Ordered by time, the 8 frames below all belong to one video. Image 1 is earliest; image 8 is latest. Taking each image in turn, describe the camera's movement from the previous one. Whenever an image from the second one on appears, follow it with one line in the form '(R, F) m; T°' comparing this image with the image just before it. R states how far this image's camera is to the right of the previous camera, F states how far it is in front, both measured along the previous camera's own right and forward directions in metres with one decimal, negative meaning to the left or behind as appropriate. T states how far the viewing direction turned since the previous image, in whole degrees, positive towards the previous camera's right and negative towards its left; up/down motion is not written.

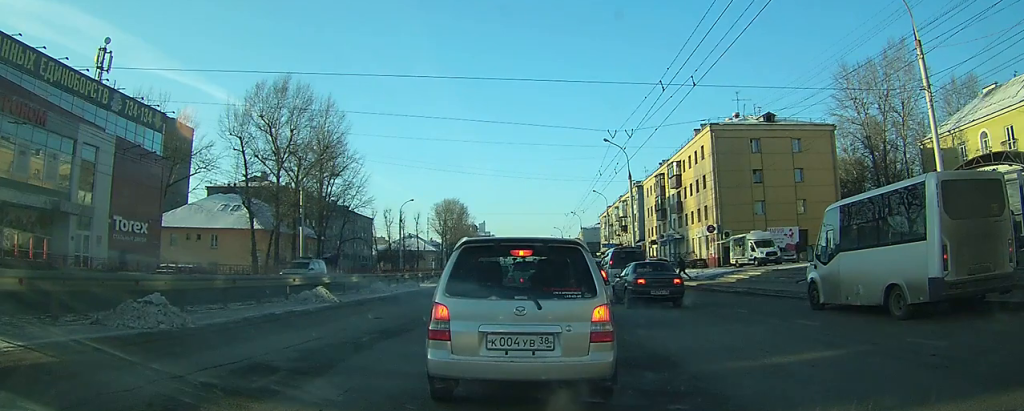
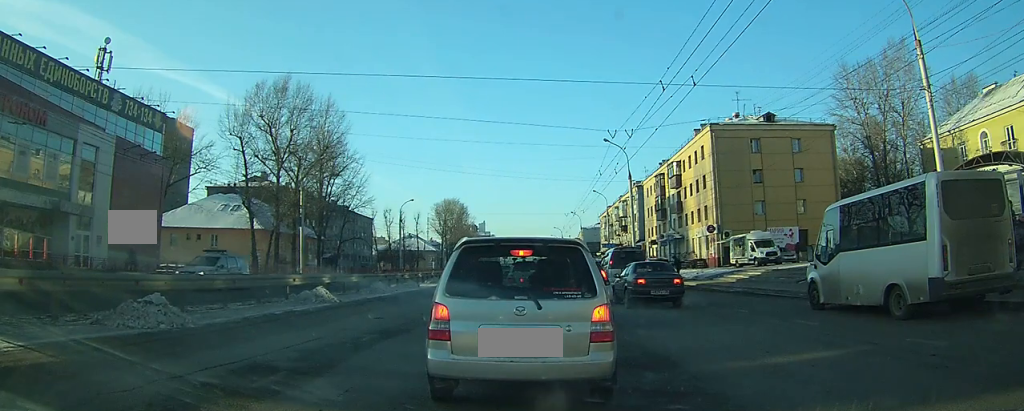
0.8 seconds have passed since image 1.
(0.0, 0.0) m; 0°
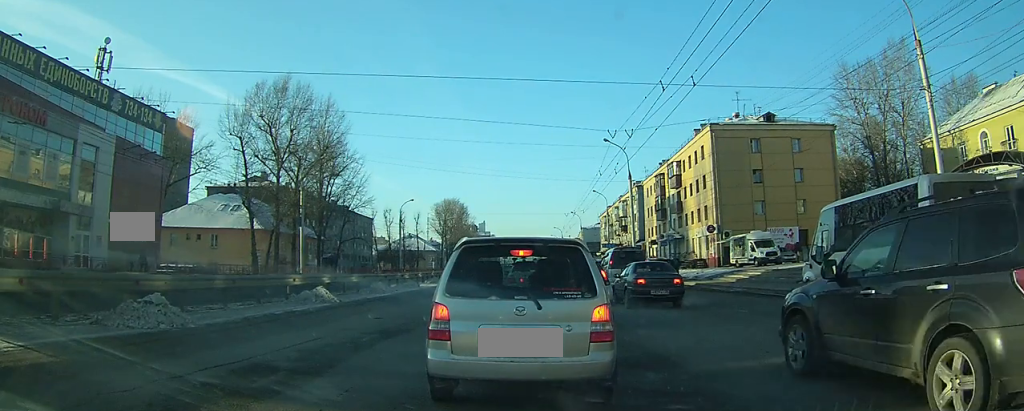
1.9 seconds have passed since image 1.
(0.0, 0.0) m; 0°
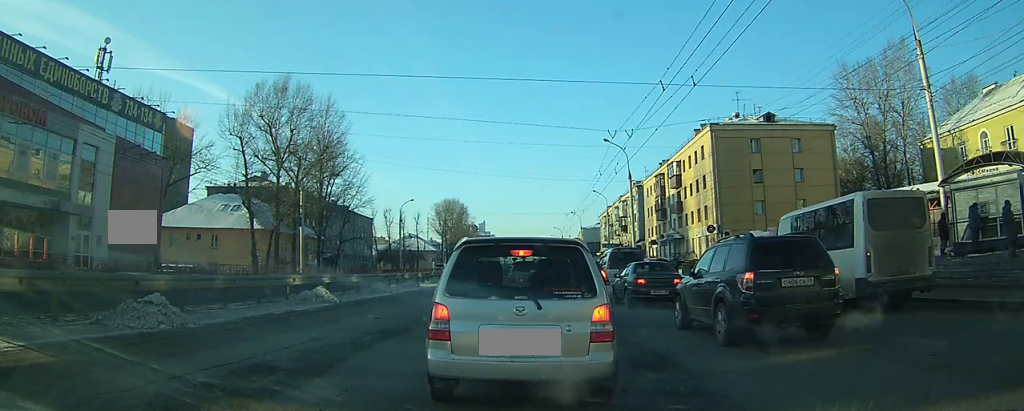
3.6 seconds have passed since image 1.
(0.0, 0.0) m; 0°
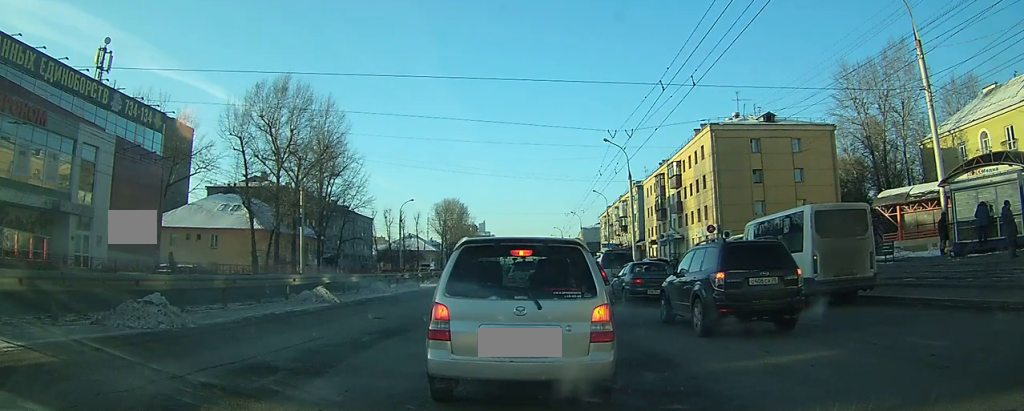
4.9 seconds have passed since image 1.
(0.0, 0.0) m; 0°
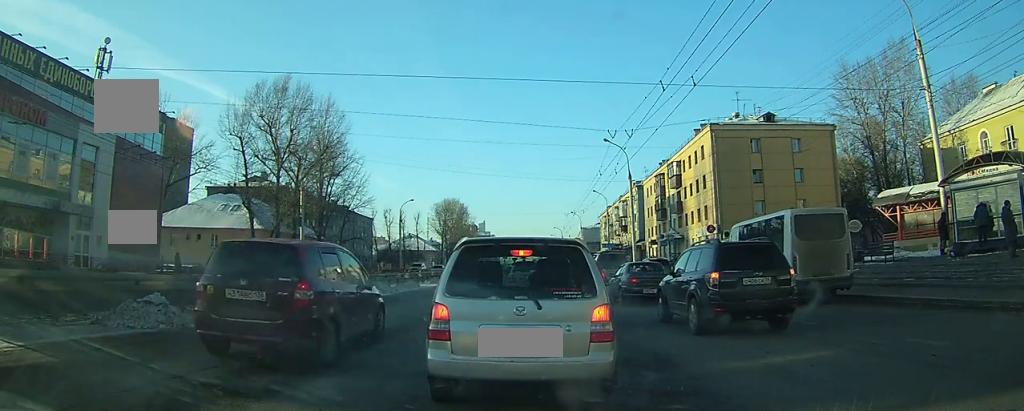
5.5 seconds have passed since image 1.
(0.0, 0.0) m; 0°
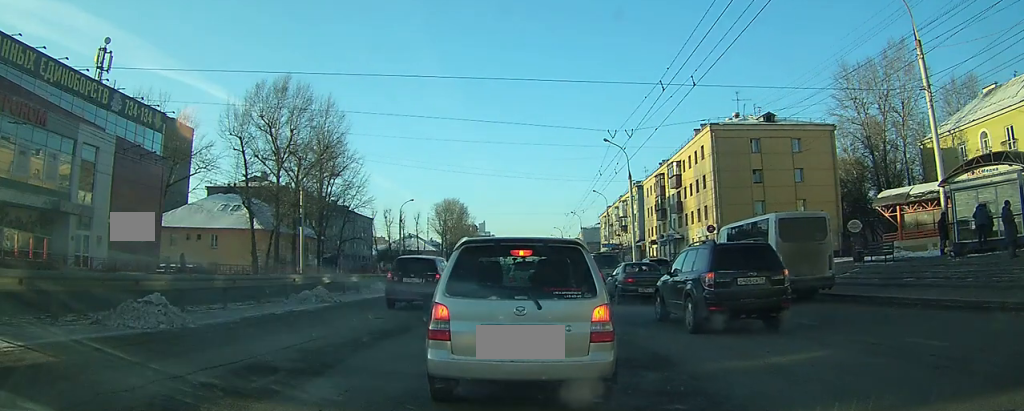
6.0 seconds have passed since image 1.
(0.0, 0.0) m; 0°
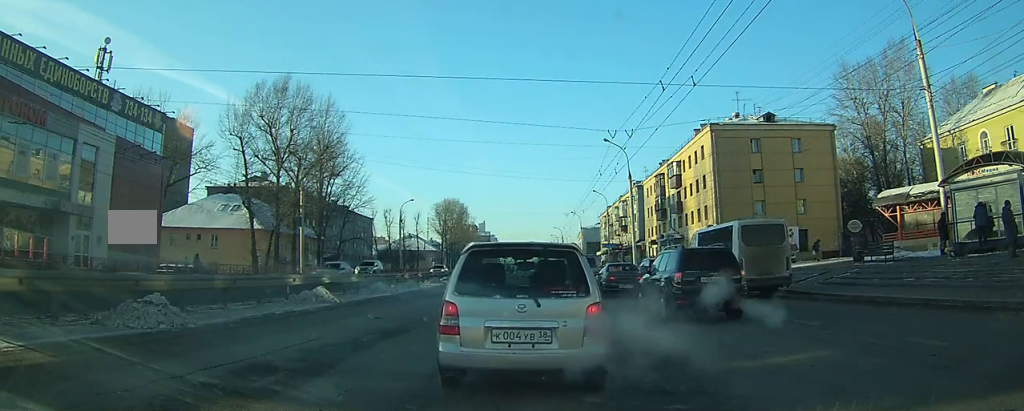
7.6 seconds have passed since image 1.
(0.0, 0.0) m; 0°
